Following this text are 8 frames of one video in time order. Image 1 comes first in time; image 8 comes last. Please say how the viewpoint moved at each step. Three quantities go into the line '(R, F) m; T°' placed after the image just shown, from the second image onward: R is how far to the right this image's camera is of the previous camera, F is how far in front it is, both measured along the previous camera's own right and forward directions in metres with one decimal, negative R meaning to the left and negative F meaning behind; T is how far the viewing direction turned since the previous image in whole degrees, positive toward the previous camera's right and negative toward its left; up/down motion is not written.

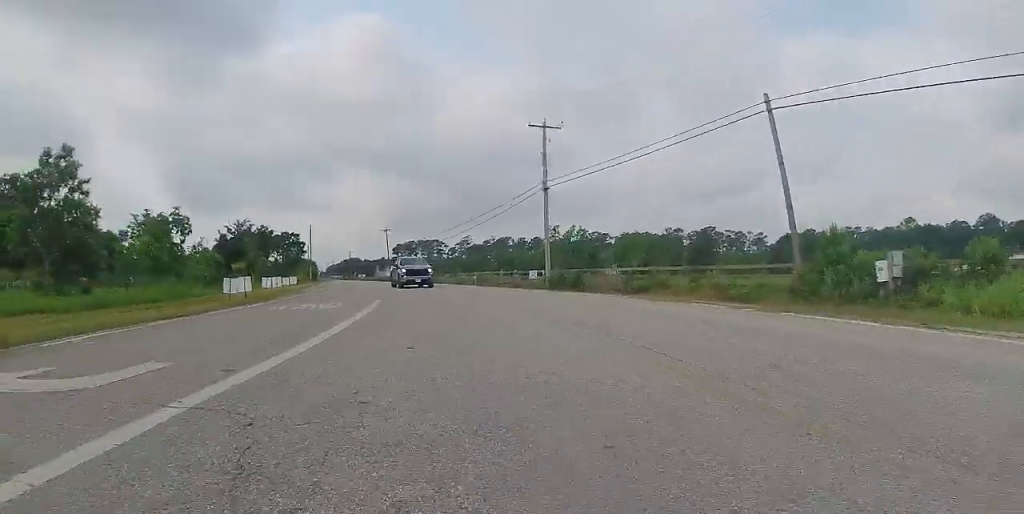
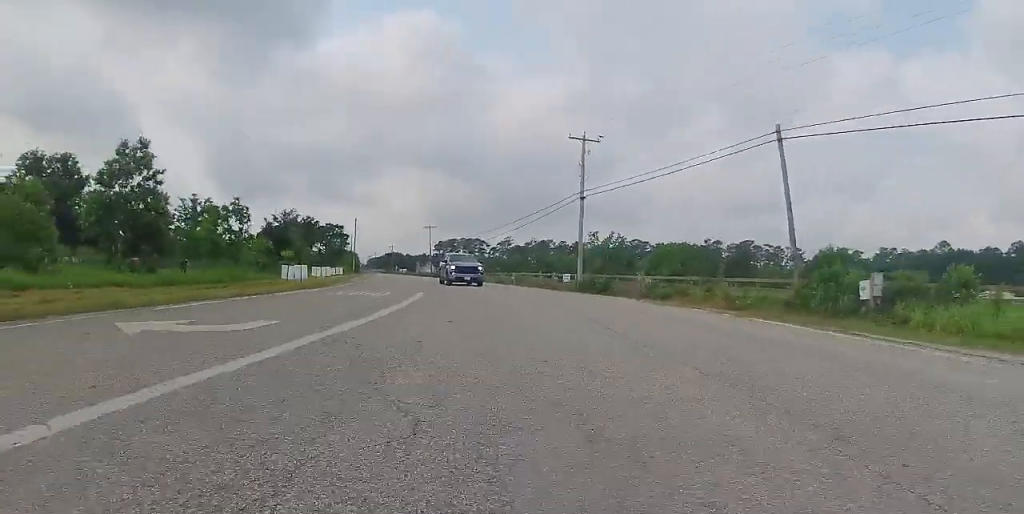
(0.0, +2.8) m; +1°
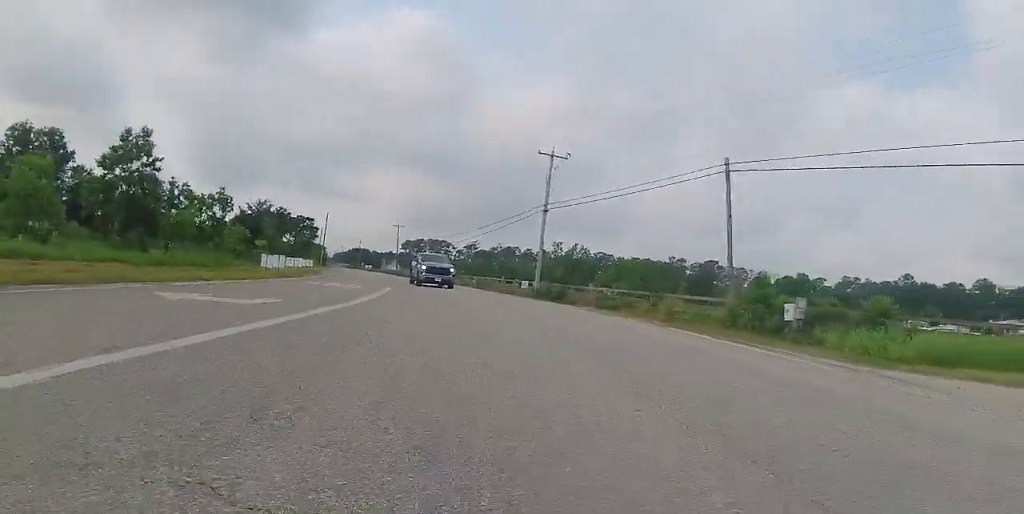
(+0.1, +2.3) m; +1°
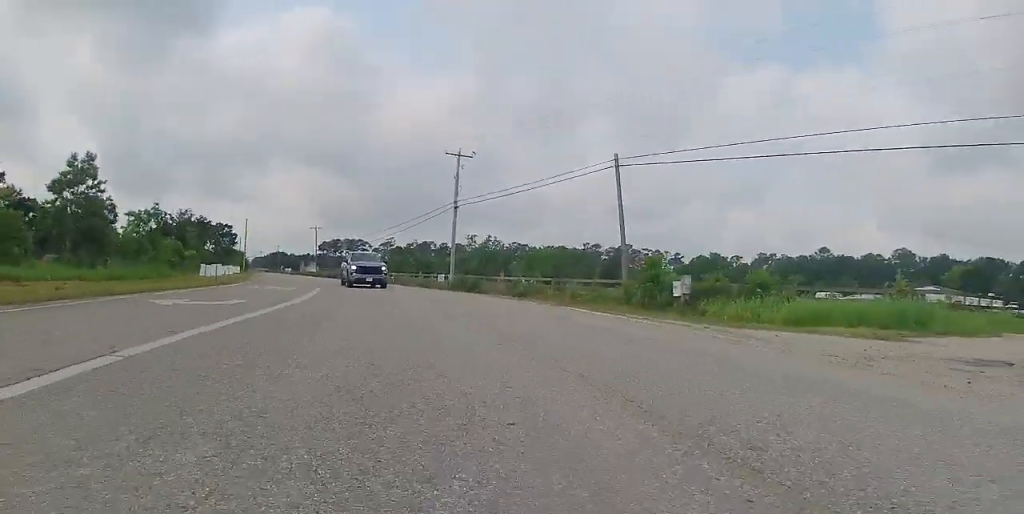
(0.0, +3.2) m; +4°
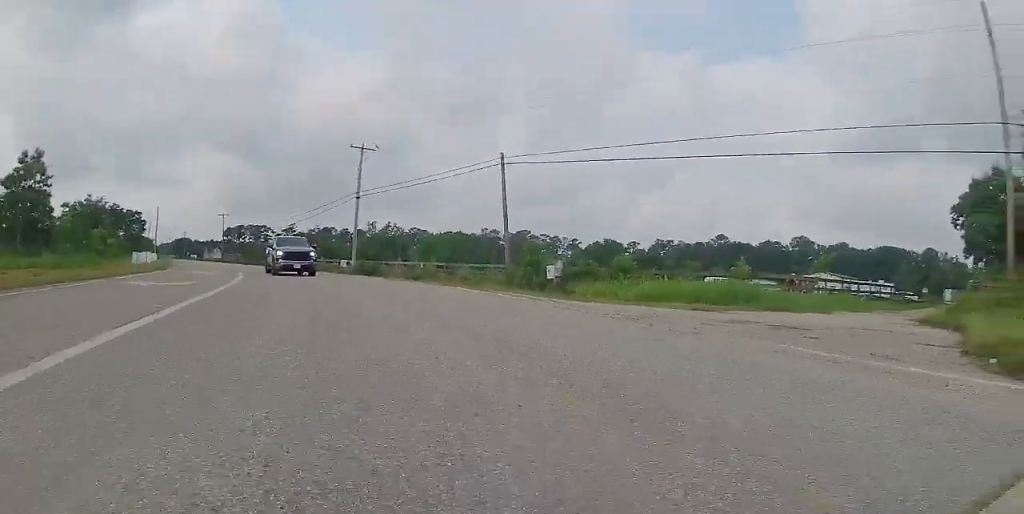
(+0.4, +4.1) m; +9°
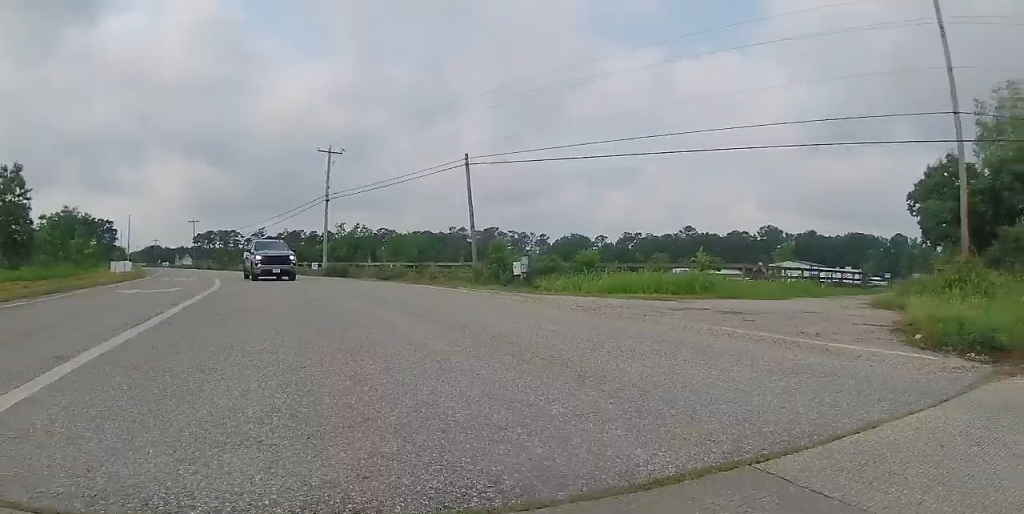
(+0.1, +0.8) m; 0°
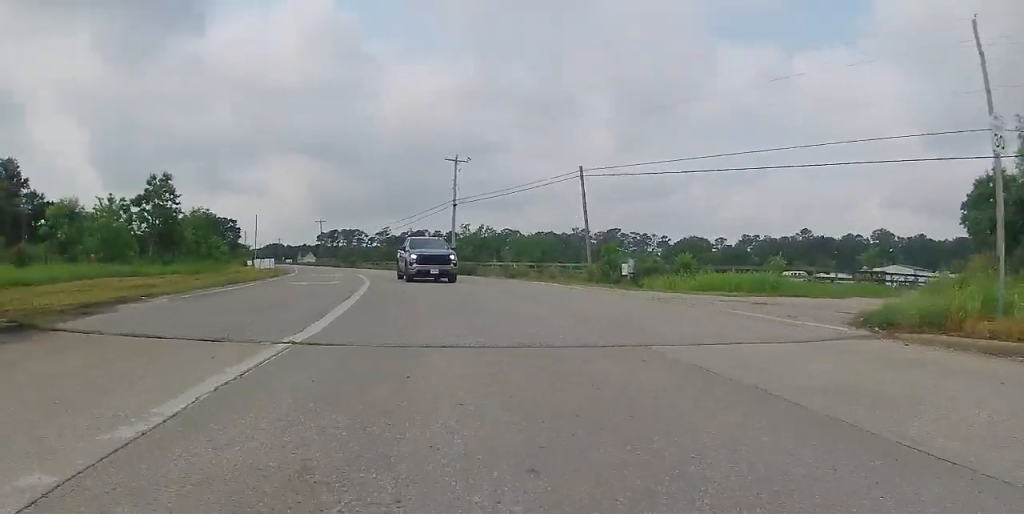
(-0.3, +3.9) m; 0°
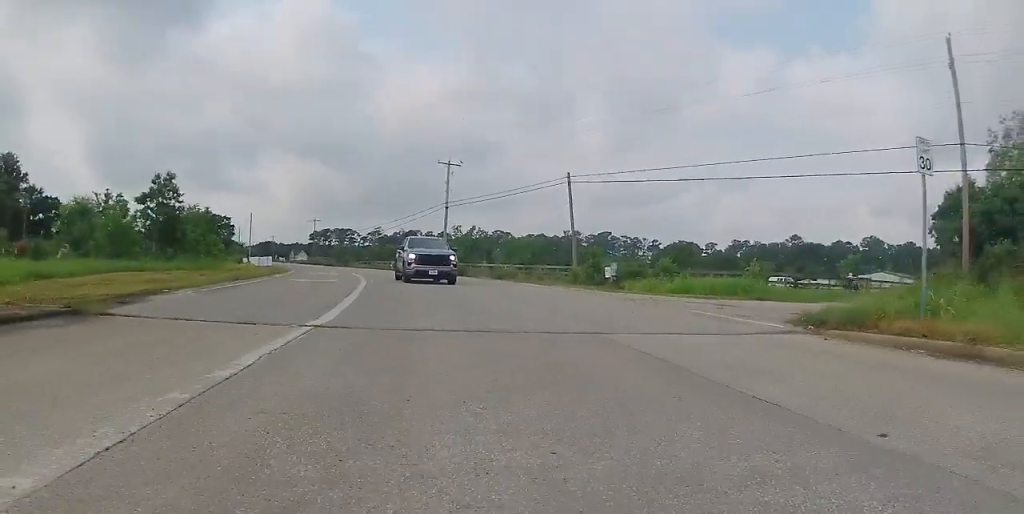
(+0.1, +1.5) m; +1°
